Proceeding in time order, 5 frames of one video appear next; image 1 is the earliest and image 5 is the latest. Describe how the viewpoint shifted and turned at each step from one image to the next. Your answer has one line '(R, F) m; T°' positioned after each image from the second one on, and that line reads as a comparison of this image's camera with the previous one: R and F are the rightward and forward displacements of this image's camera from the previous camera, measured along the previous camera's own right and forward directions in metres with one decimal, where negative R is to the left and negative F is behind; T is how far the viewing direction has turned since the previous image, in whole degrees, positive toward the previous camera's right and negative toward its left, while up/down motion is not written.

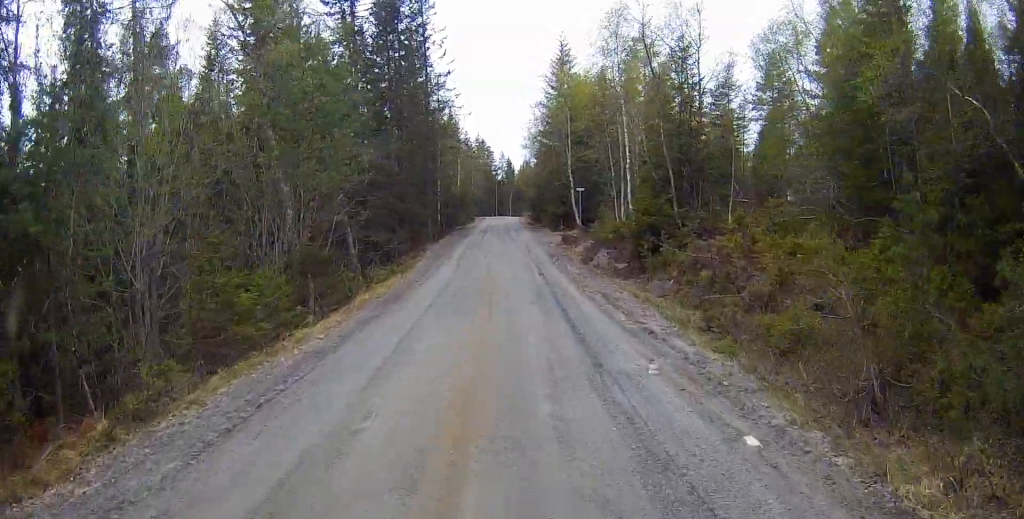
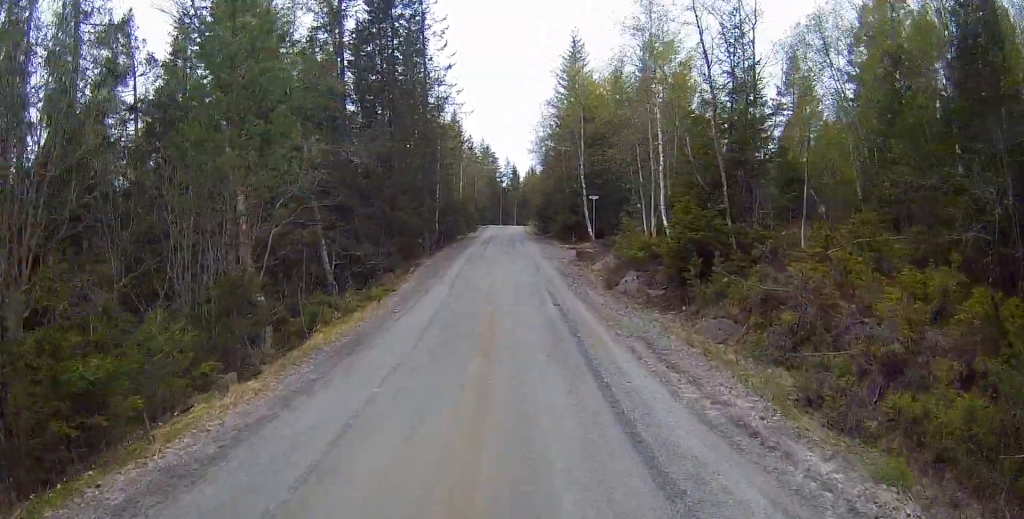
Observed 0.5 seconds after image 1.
(0.0, +3.9) m; 0°
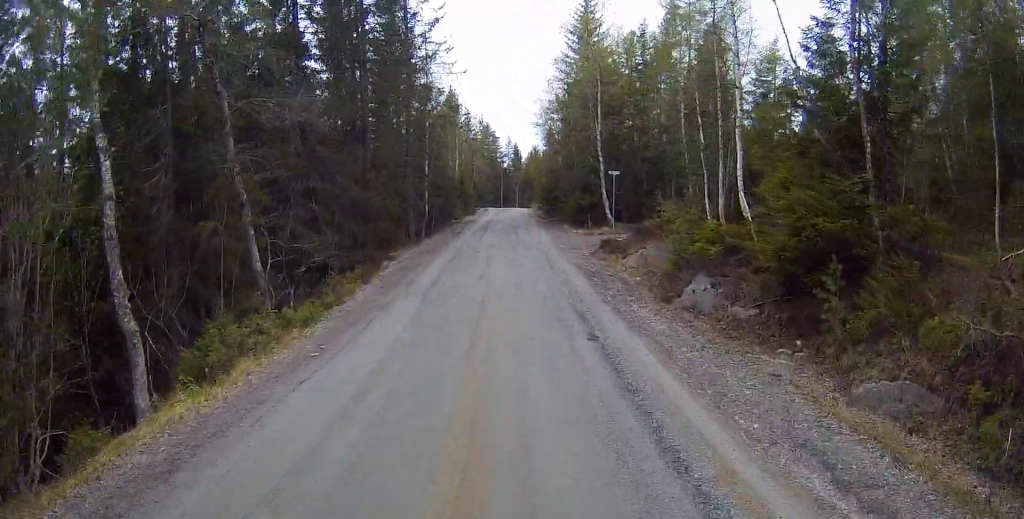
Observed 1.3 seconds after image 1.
(+0.1, +5.8) m; 0°
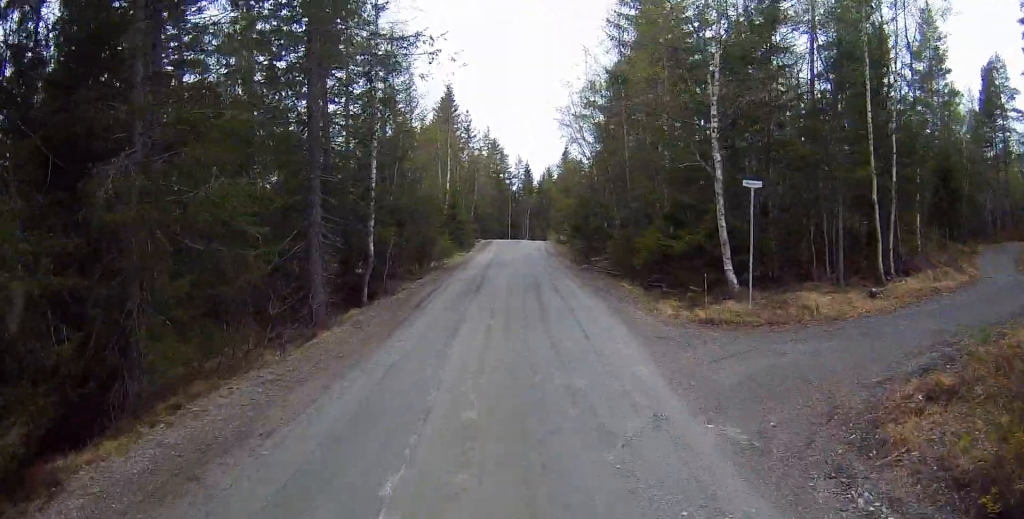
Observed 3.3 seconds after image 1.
(-0.5, +16.0) m; -2°
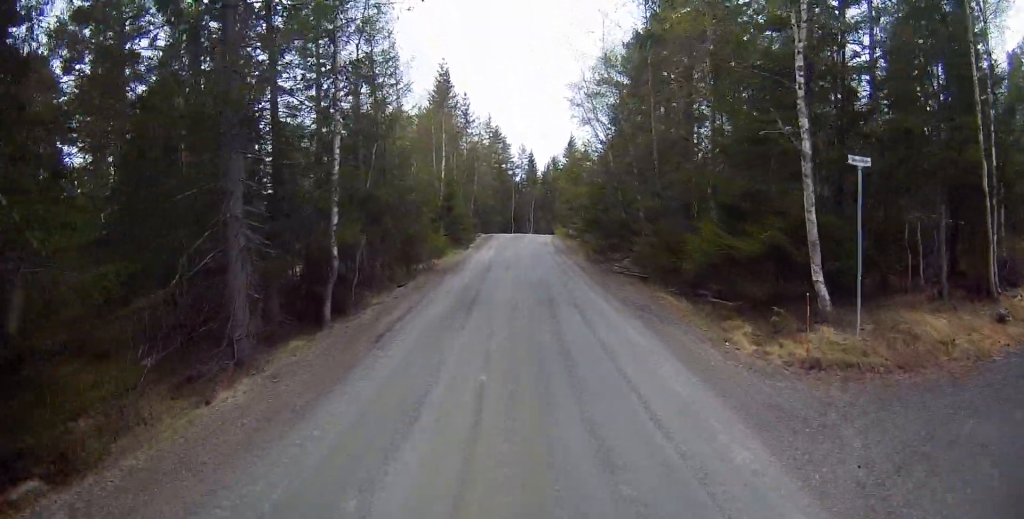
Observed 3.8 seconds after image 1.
(0.0, +4.5) m; -1°
